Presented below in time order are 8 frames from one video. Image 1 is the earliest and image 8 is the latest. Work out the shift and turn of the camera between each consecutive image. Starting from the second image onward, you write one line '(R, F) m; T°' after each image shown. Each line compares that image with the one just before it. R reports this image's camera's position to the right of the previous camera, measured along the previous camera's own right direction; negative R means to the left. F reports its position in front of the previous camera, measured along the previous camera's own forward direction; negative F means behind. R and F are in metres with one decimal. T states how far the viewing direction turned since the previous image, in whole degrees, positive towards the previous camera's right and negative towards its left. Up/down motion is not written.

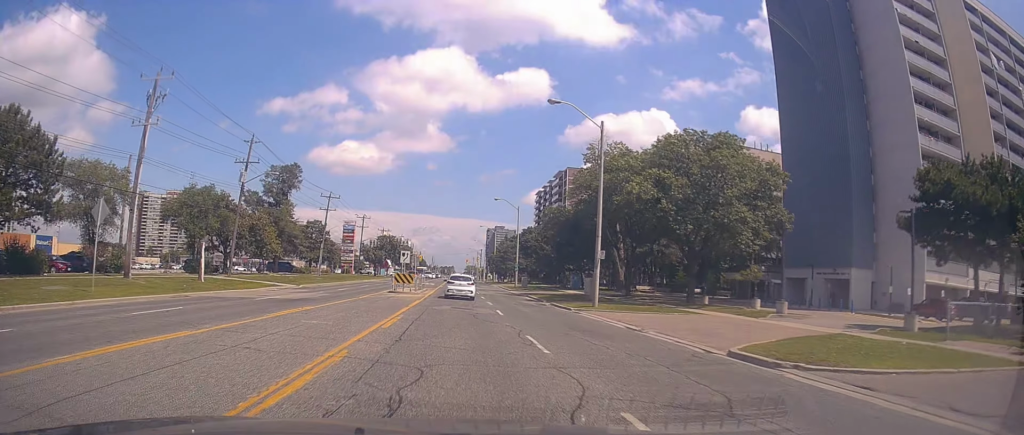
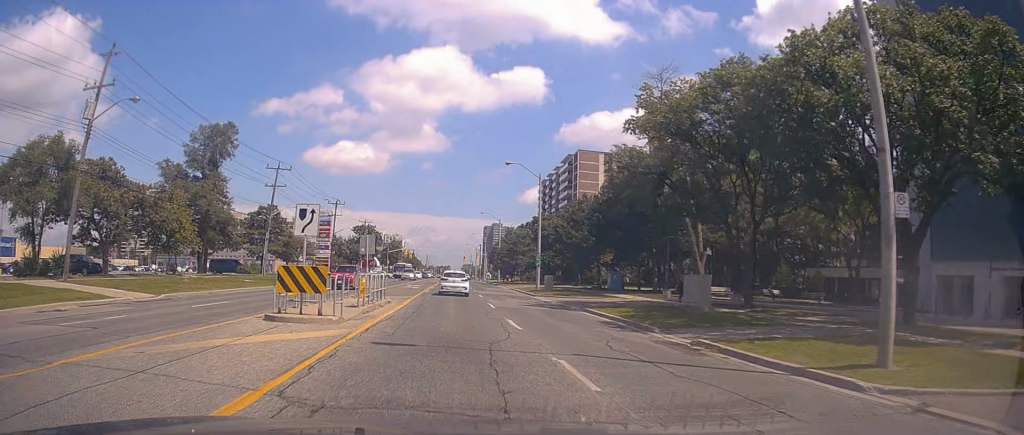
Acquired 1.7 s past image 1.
(+0.2, +21.7) m; -2°
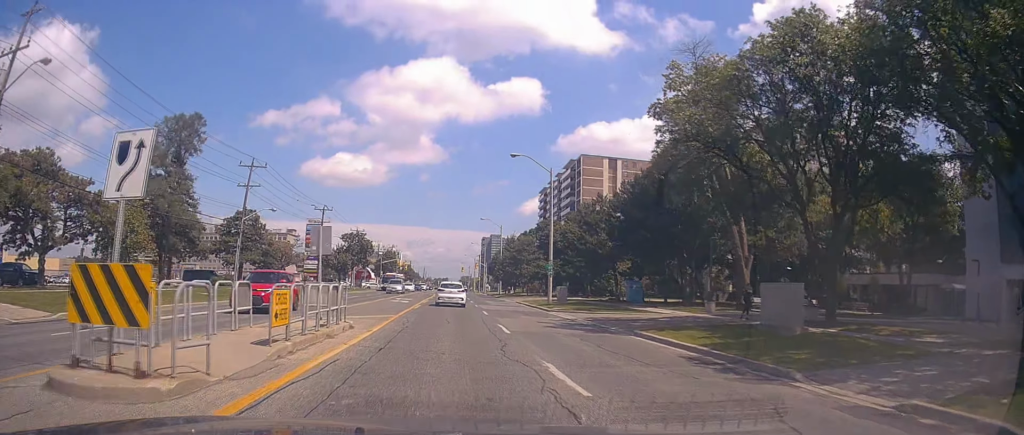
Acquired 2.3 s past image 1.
(-0.2, +7.5) m; -1°
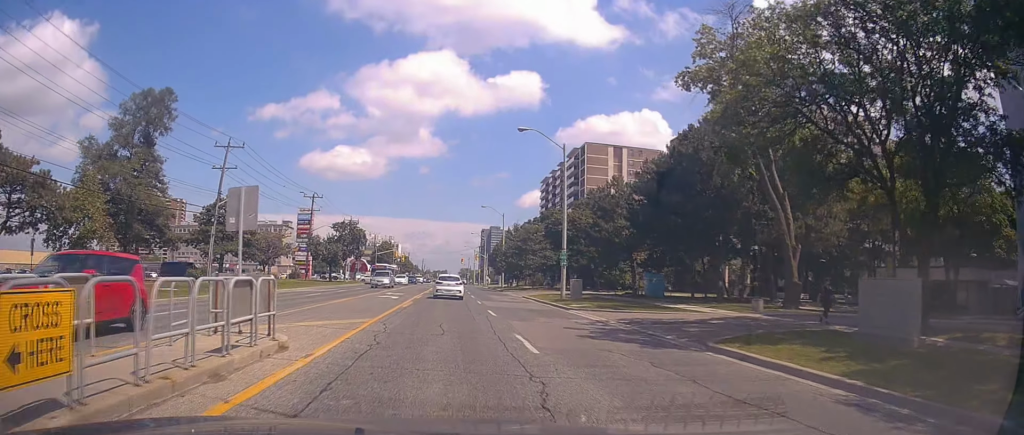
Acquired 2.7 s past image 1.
(-0.3, +5.8) m; 0°
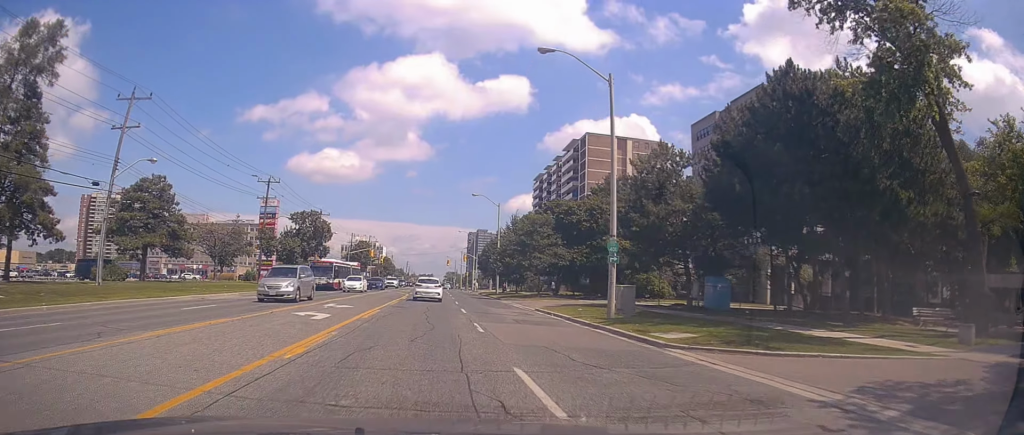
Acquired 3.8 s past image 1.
(+0.5, +14.6) m; +4°
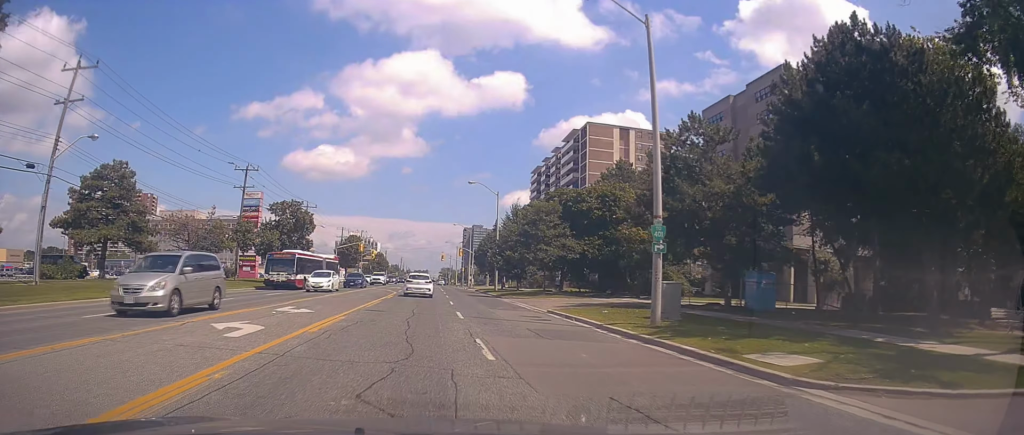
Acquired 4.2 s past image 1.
(+0.1, +5.8) m; +1°
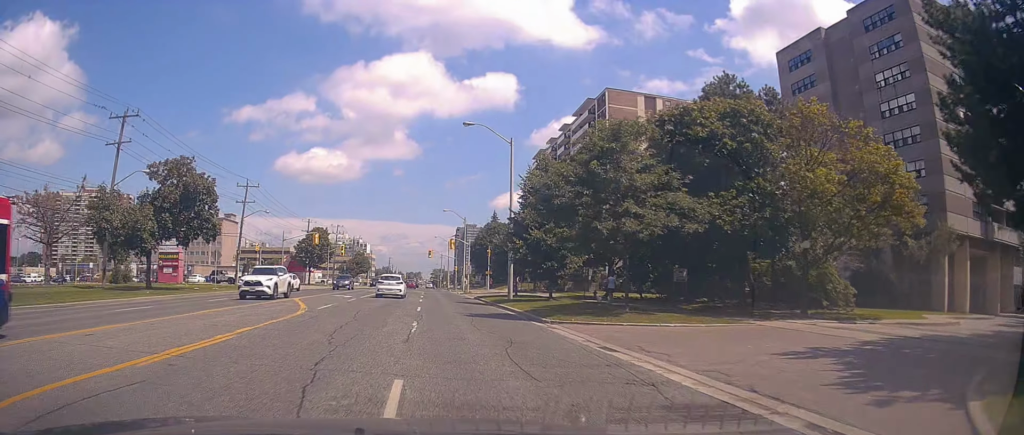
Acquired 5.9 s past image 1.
(+0.3, +22.8) m; +1°
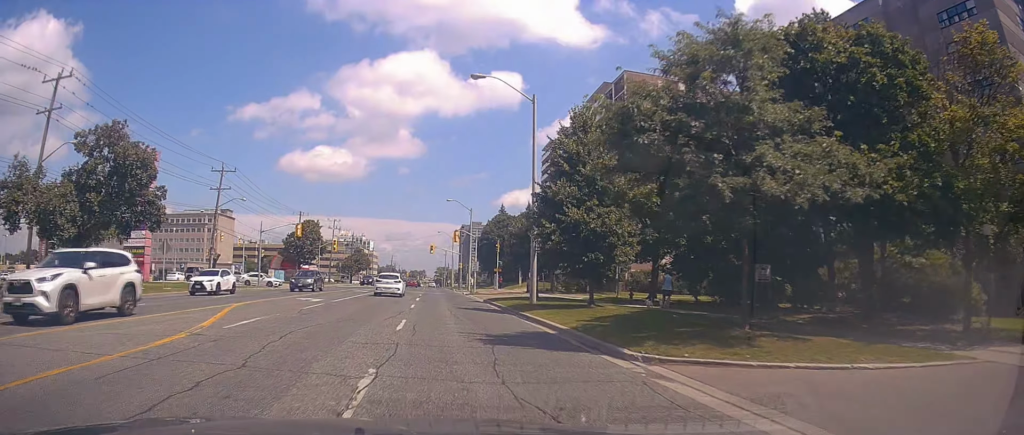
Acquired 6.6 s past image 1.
(-0.1, +8.6) m; 0°
